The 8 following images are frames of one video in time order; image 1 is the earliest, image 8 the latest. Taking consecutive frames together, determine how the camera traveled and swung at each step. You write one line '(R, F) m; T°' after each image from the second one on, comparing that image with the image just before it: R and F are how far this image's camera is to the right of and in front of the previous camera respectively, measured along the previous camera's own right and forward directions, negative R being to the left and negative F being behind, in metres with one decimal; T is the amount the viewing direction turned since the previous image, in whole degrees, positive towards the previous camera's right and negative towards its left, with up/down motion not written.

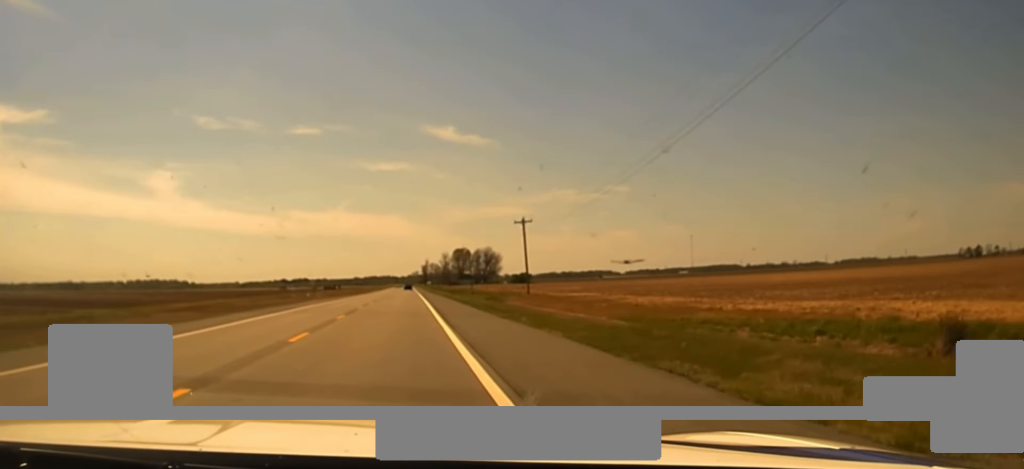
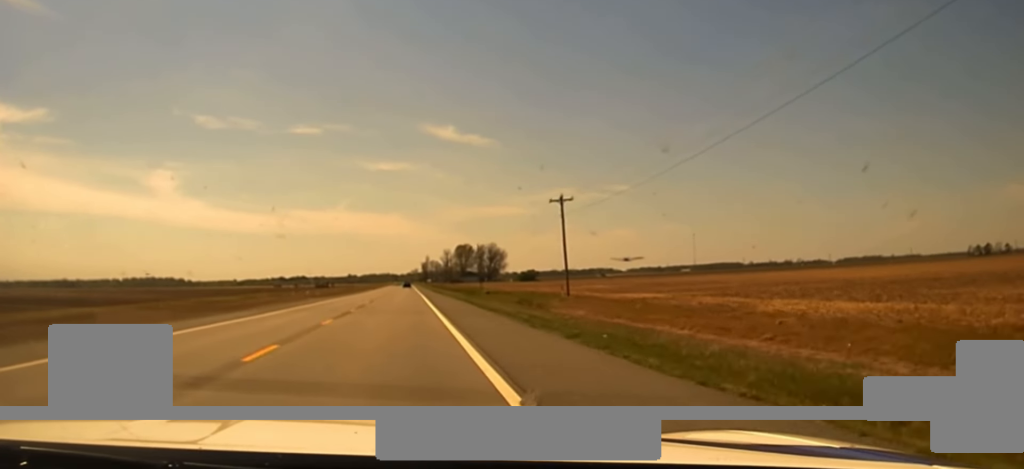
(0.0, +29.5) m; 0°
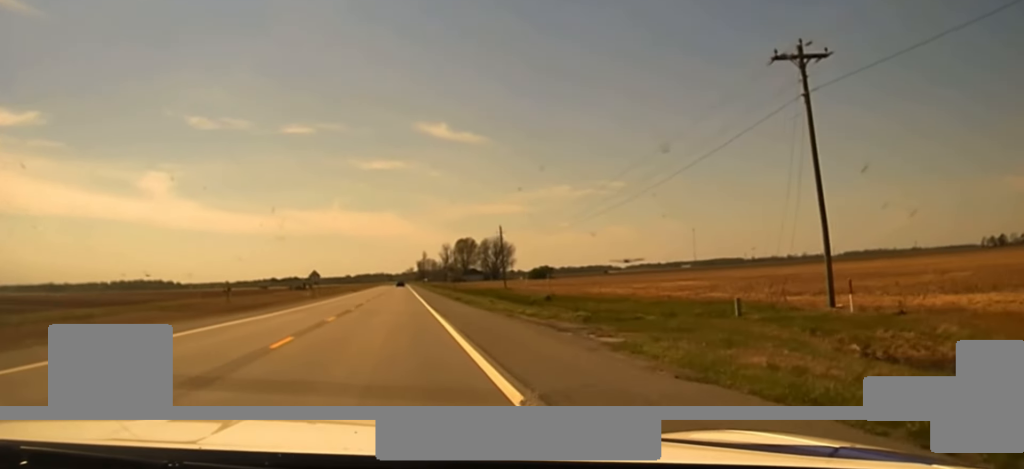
(0.0, +56.1) m; 0°
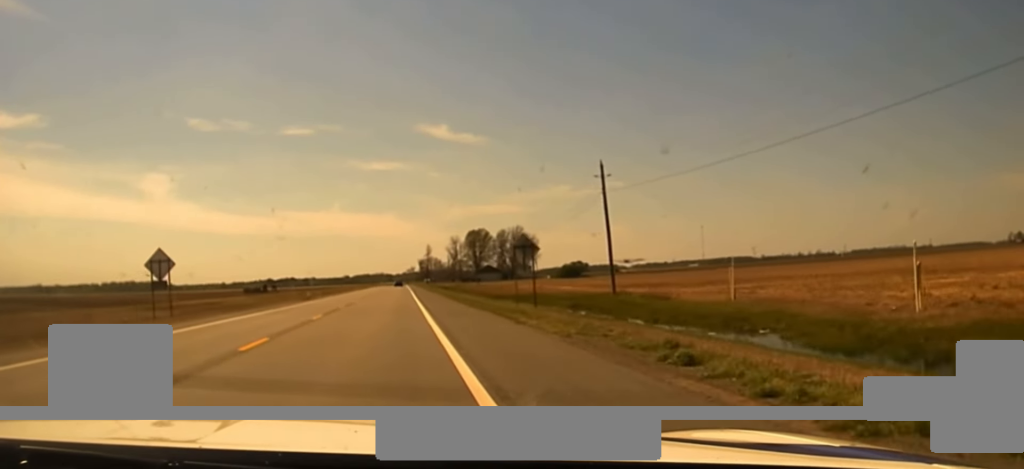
(+0.6, +71.8) m; 0°
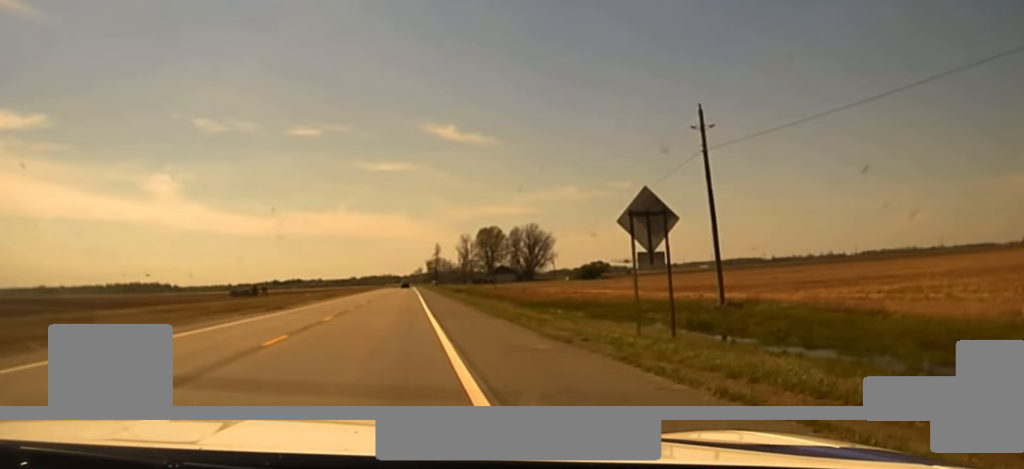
(-0.2, +21.3) m; 0°
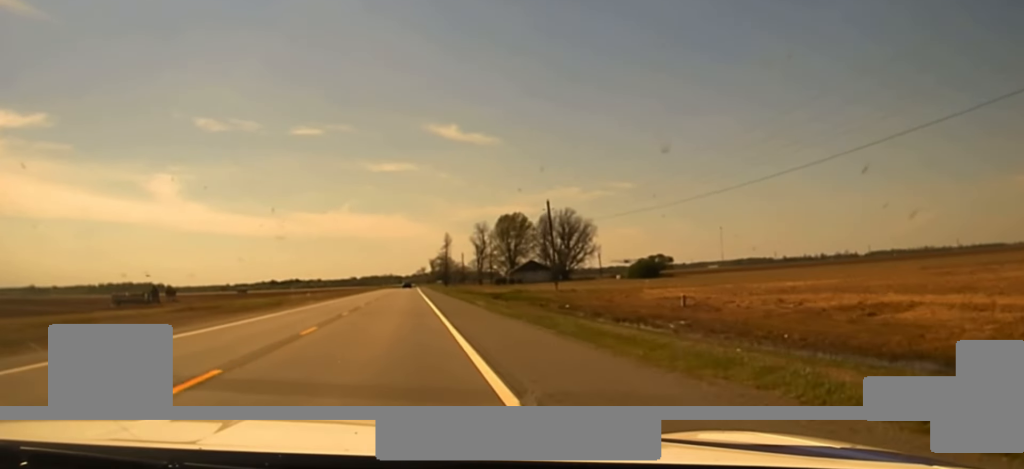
(-0.3, +67.1) m; 0°
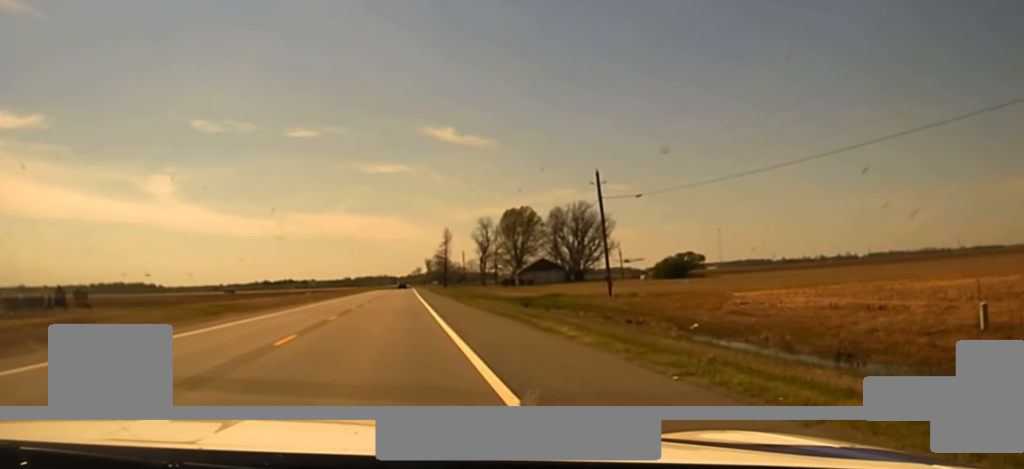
(0.0, +28.4) m; 0°
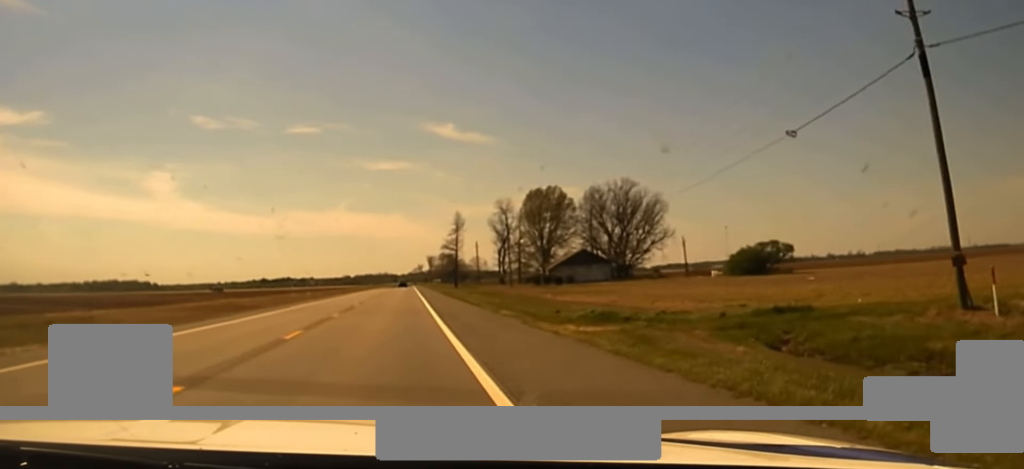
(0.0, +45.6) m; 0°
